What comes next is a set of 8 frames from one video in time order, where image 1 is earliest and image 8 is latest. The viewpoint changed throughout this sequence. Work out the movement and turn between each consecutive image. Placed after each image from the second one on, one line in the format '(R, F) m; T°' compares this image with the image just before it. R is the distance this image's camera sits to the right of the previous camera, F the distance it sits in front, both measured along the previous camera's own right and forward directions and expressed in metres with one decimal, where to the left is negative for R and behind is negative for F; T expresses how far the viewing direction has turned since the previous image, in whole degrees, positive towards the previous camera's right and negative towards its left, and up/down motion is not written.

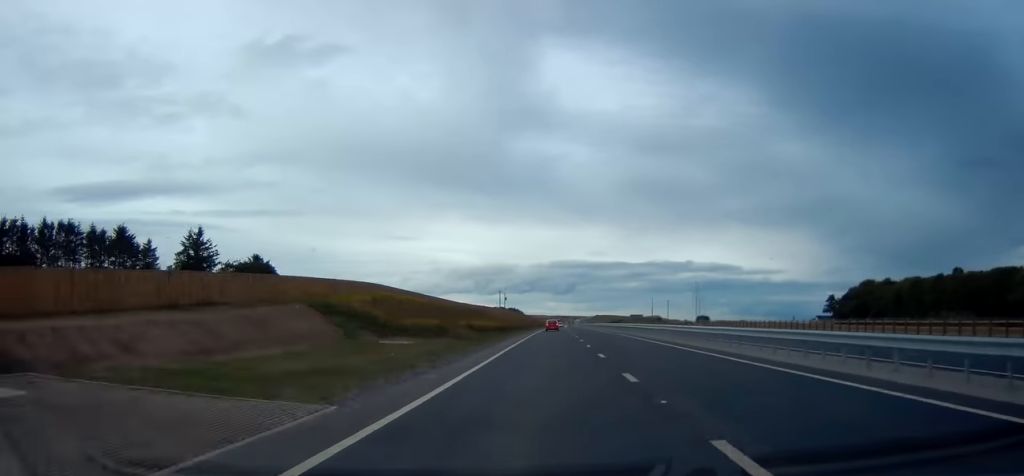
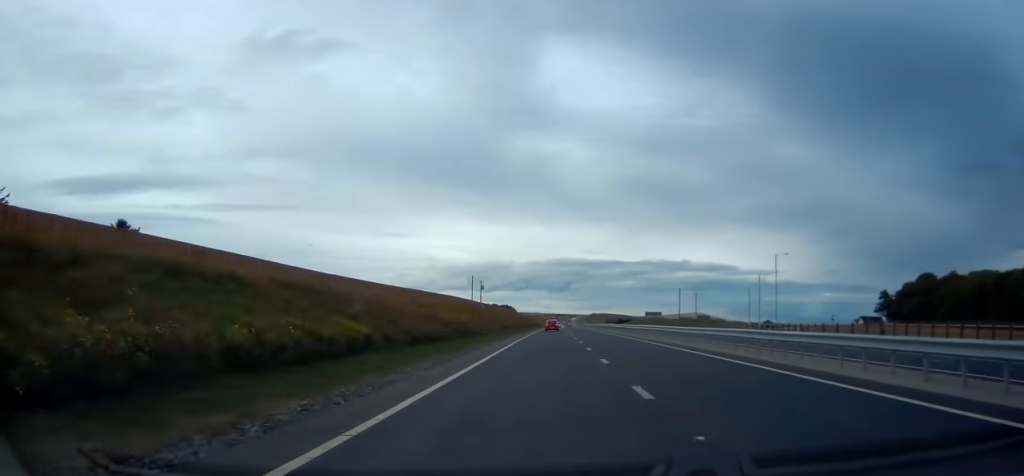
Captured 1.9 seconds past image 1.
(-0.1, +57.4) m; 0°
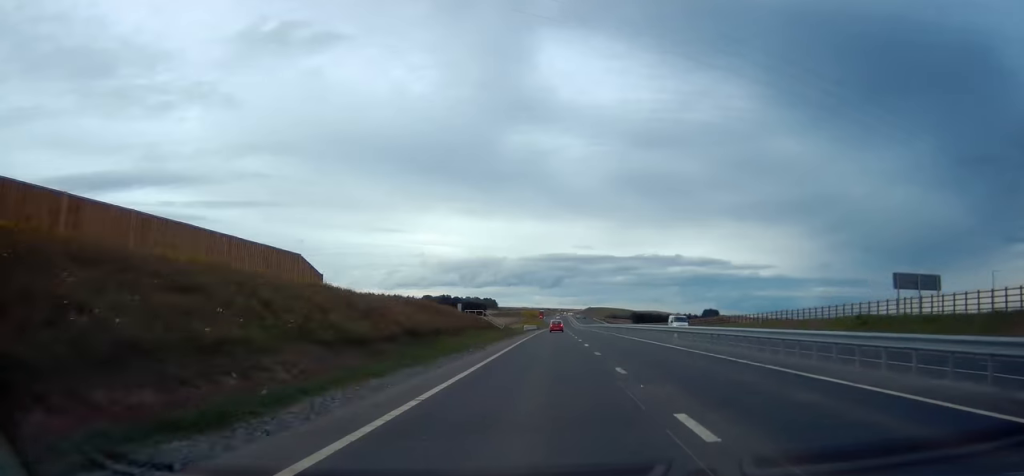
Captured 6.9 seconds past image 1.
(+1.1, +156.2) m; +1°
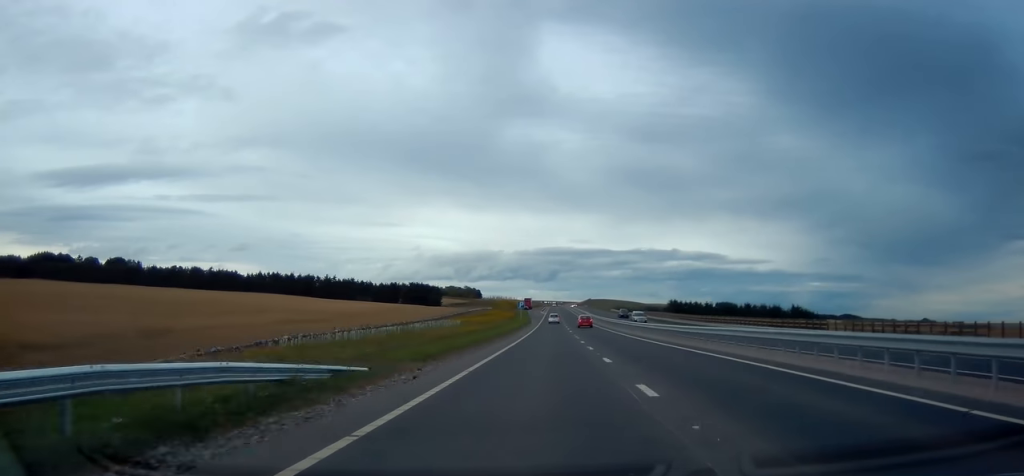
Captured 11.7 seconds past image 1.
(+0.8, +147.8) m; +1°
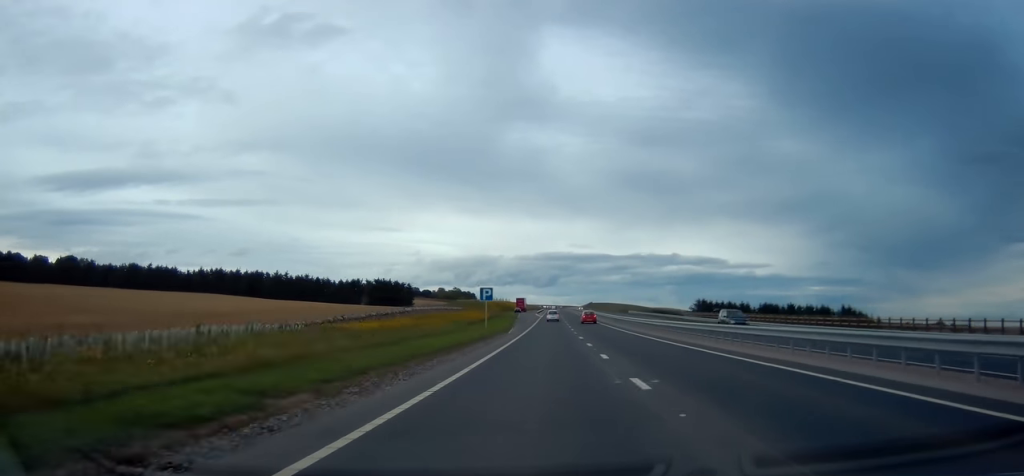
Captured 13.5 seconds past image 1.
(+0.1, +53.2) m; 0°
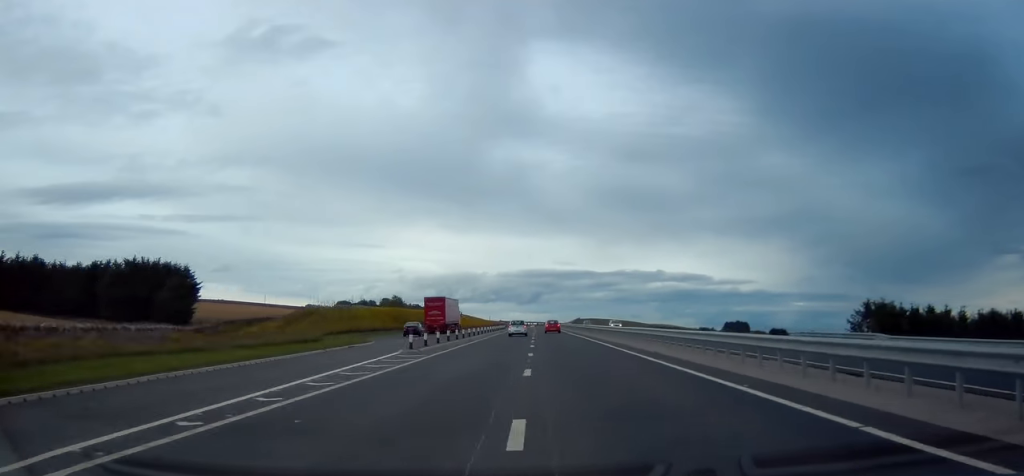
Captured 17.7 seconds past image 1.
(+0.4, +130.5) m; 0°
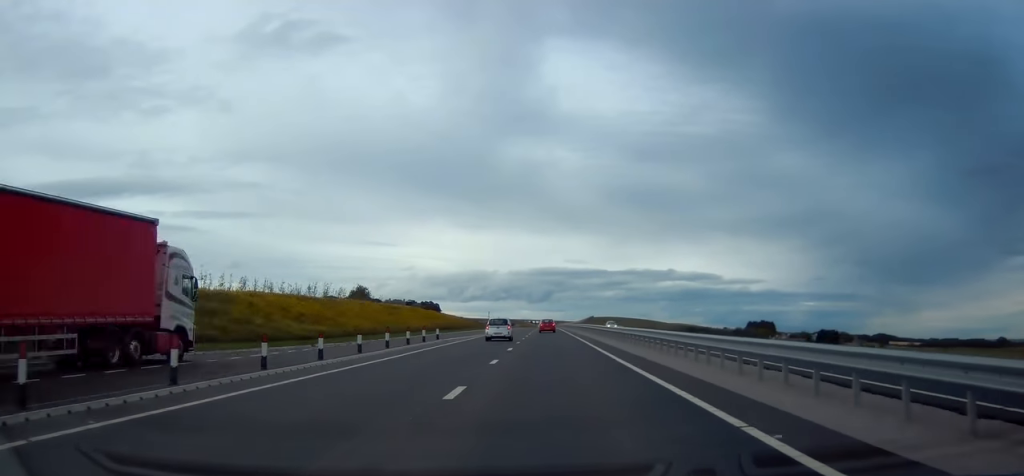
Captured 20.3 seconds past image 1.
(+0.1, +77.0) m; 0°
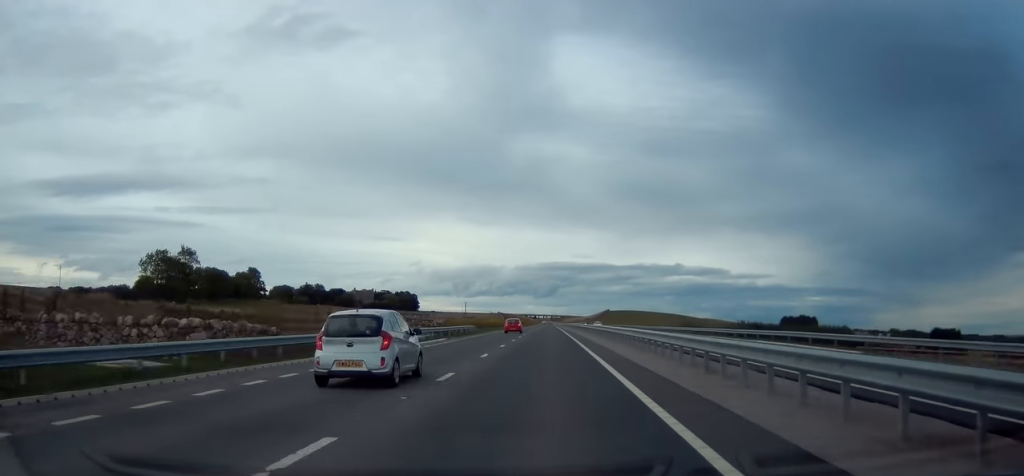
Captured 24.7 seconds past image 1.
(-0.2, +133.7) m; 0°
